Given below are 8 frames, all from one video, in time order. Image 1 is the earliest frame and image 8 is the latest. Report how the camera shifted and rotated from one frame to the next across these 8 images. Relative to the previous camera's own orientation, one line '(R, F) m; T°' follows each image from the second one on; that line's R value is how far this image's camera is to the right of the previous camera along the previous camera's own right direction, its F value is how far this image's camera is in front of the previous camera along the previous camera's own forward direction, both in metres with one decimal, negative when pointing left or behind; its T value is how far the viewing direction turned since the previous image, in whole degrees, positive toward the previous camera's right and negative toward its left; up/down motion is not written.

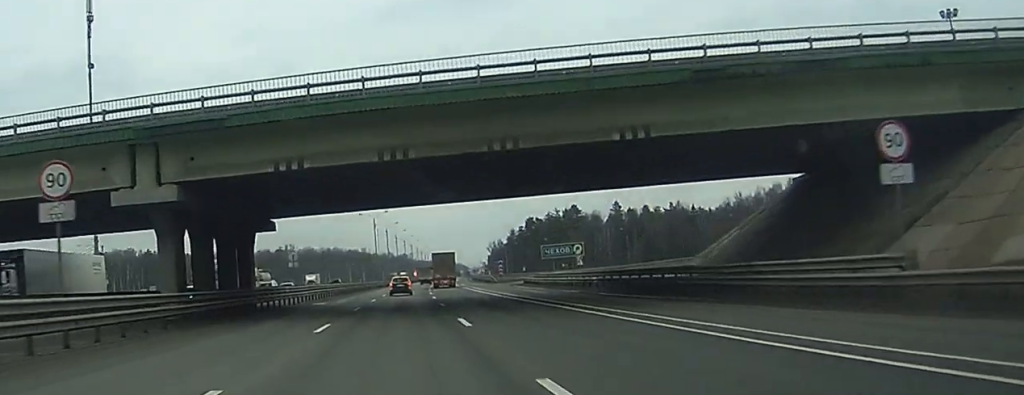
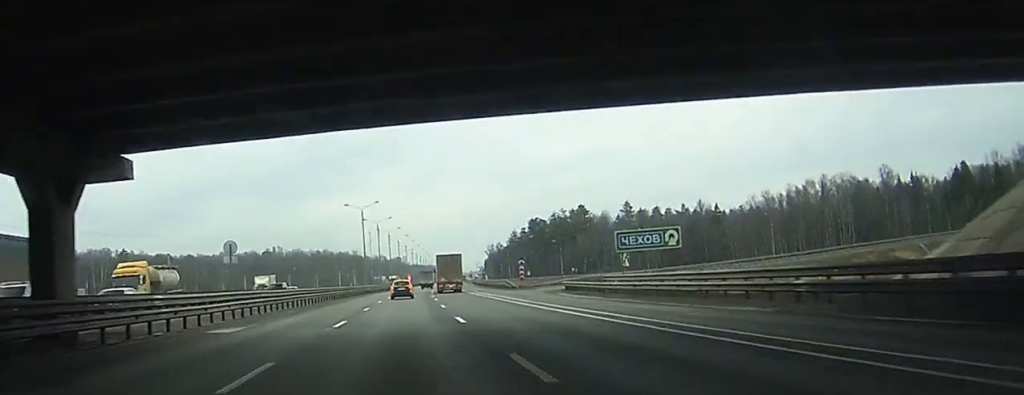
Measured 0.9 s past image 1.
(-0.1, +28.1) m; +1°
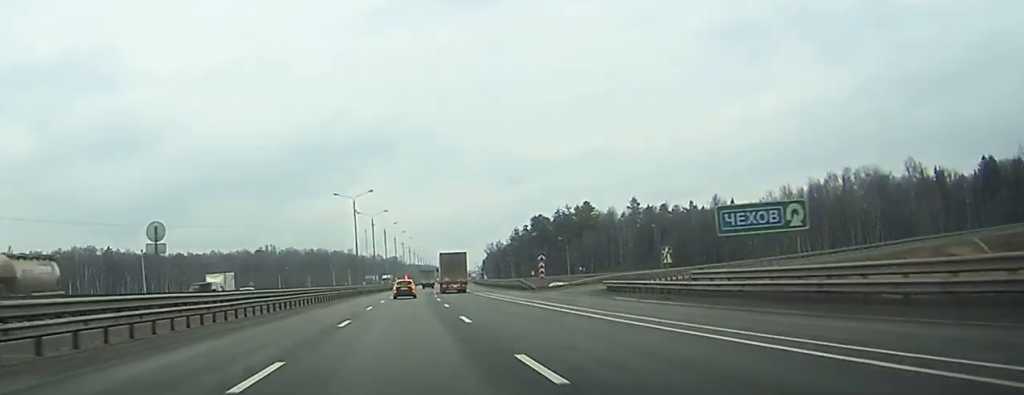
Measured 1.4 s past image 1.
(+0.2, +16.1) m; 0°
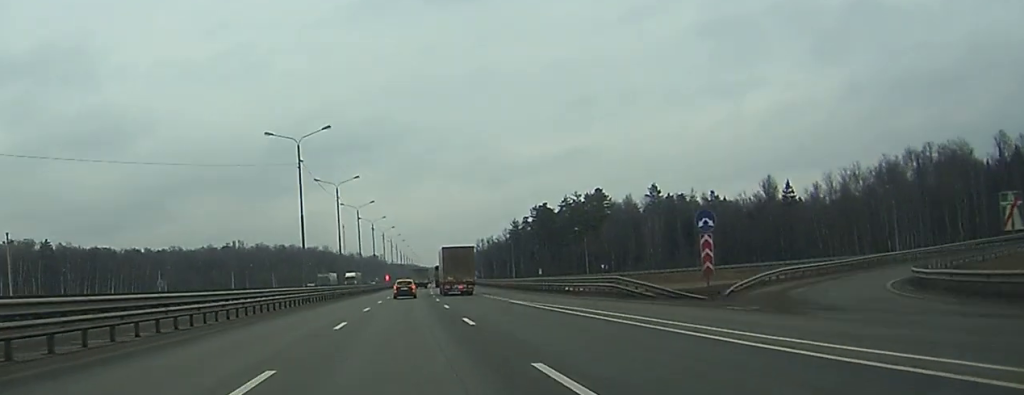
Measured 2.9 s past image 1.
(+0.4, +49.4) m; +1°
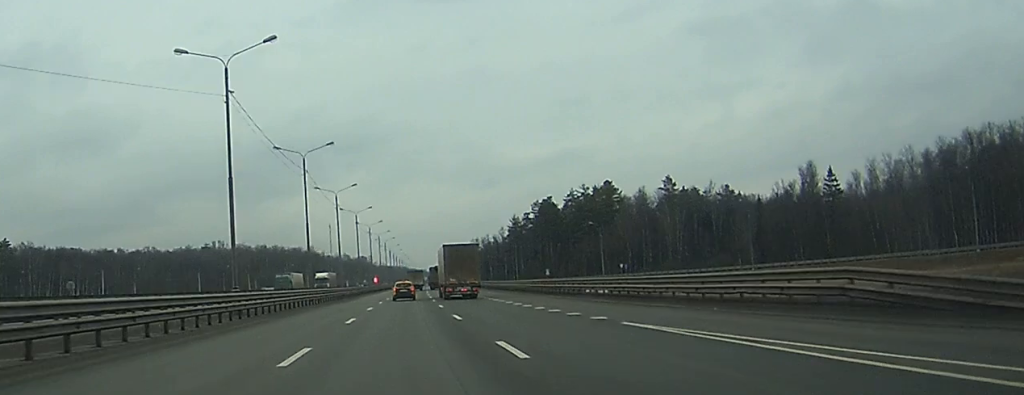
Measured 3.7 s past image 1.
(+0.3, +26.8) m; +1°
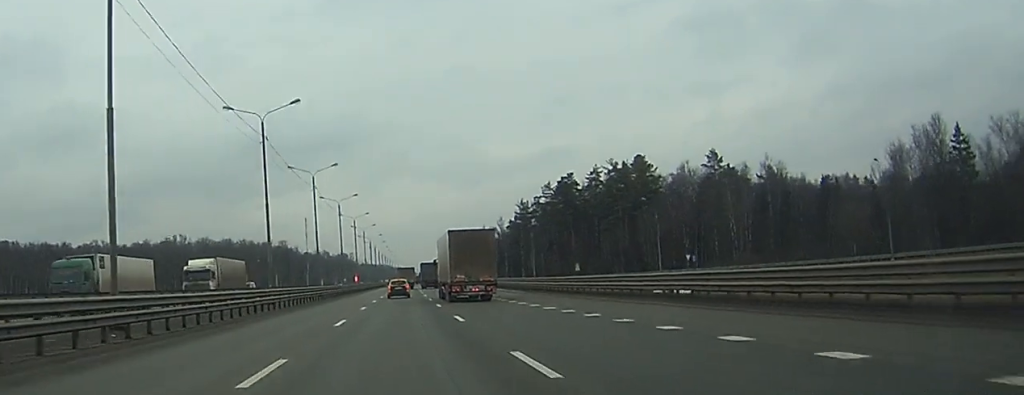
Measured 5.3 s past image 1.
(+0.5, +50.4) m; +1°
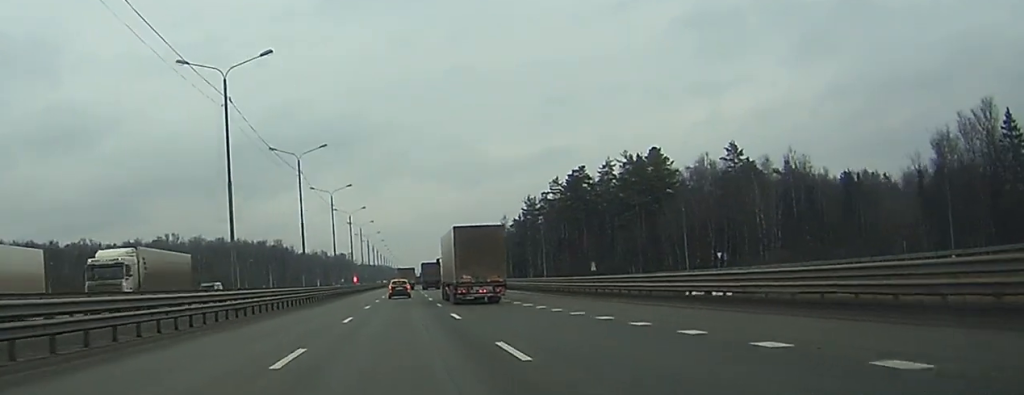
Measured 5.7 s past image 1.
(0.0, +14.0) m; 0°
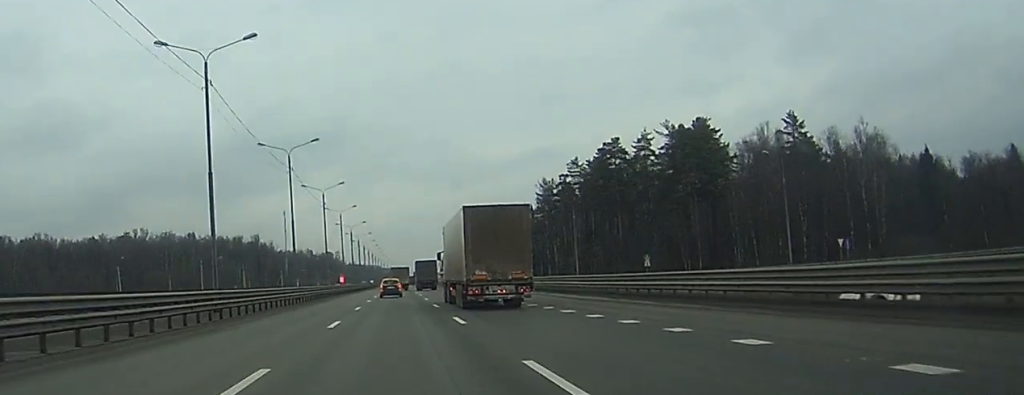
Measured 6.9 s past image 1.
(+0.1, +36.5) m; 0°
